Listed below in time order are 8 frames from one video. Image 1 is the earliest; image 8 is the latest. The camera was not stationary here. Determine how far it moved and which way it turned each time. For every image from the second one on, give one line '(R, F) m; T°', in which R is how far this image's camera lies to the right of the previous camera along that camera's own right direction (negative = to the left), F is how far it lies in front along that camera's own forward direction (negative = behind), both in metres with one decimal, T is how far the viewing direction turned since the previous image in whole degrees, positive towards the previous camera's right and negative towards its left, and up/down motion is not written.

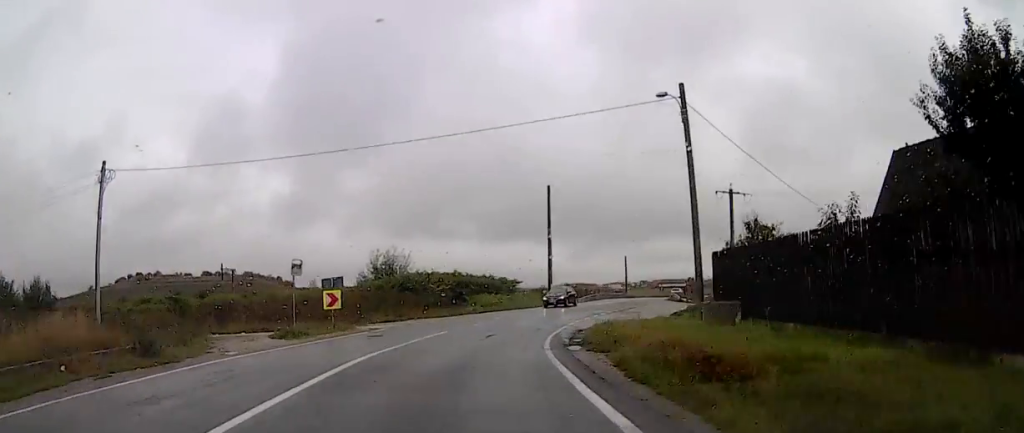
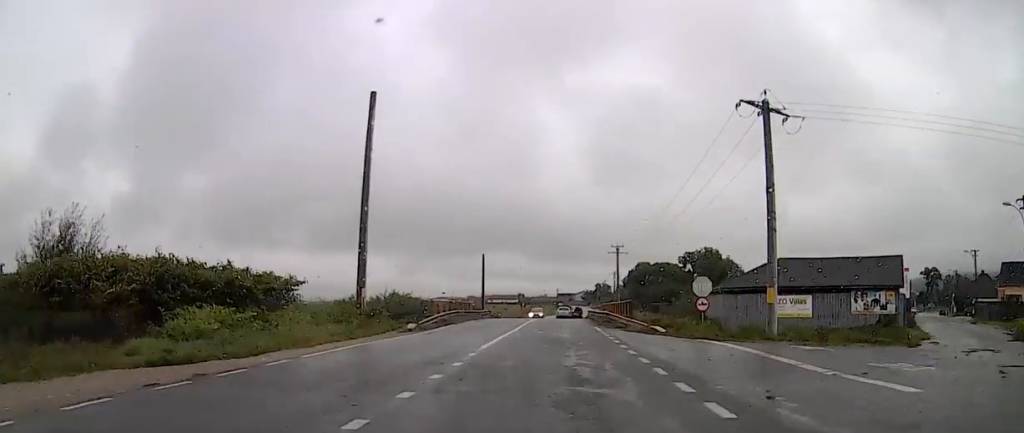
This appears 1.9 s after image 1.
(+1.5, +33.1) m; +14°
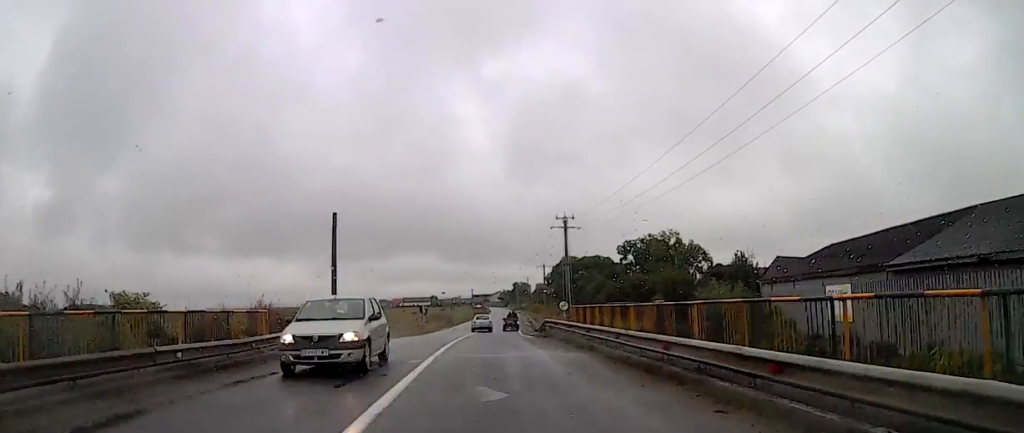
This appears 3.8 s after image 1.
(+7.0, +31.3) m; +14°
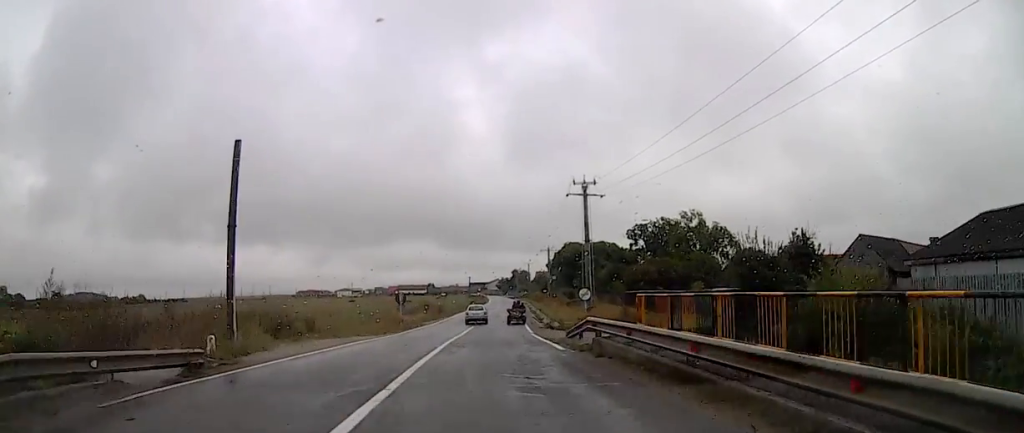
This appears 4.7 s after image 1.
(-0.6, +14.1) m; -2°
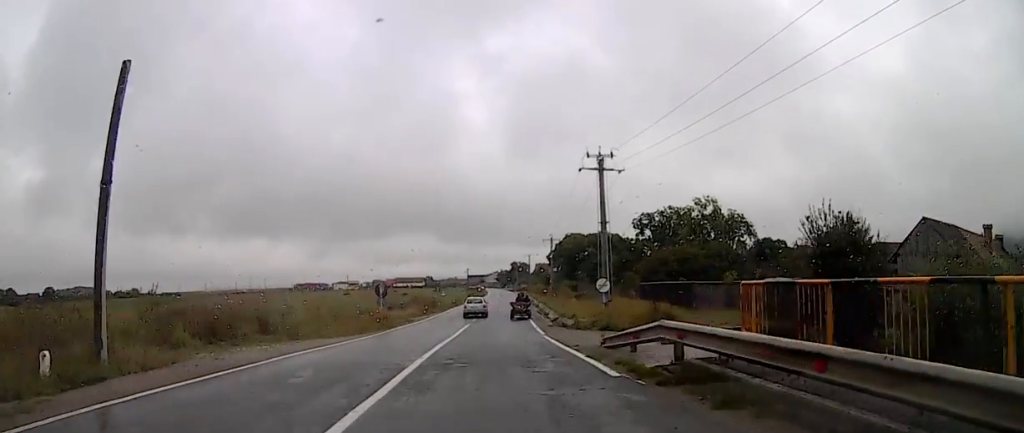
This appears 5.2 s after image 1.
(0.0, +7.5) m; +1°
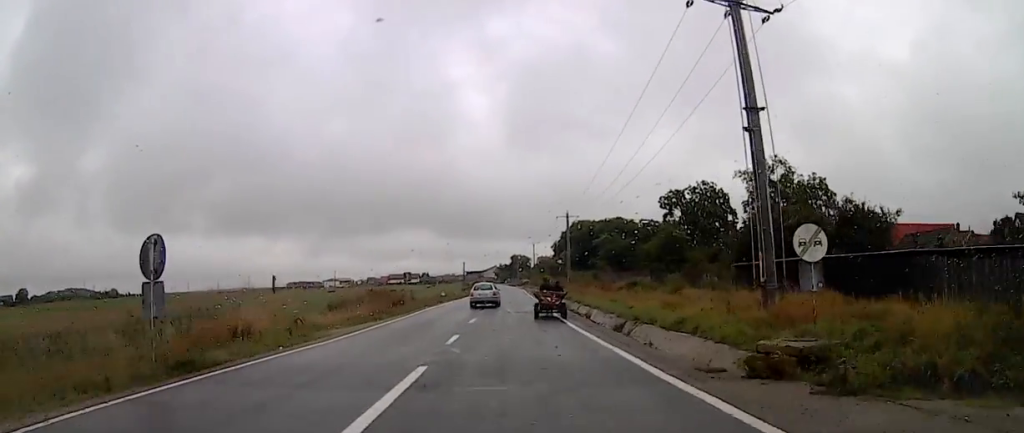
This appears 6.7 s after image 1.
(+0.8, +24.6) m; +3°
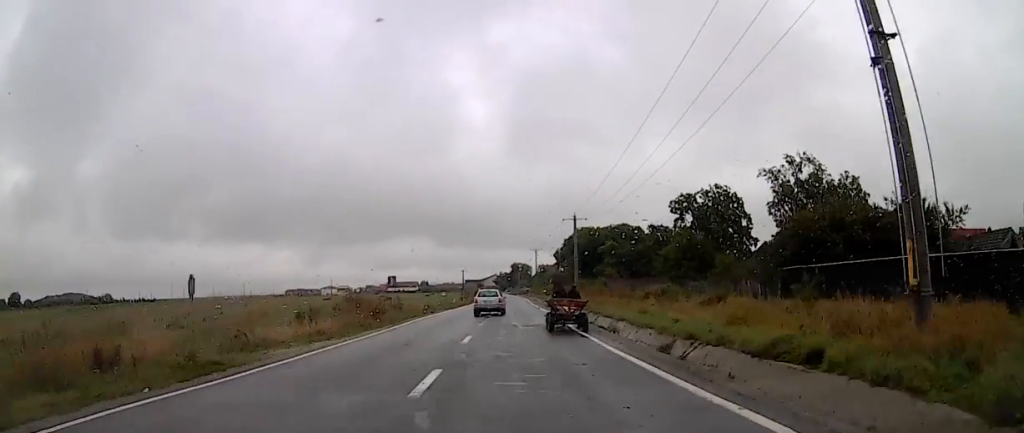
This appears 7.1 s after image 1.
(0.0, +7.6) m; -2°
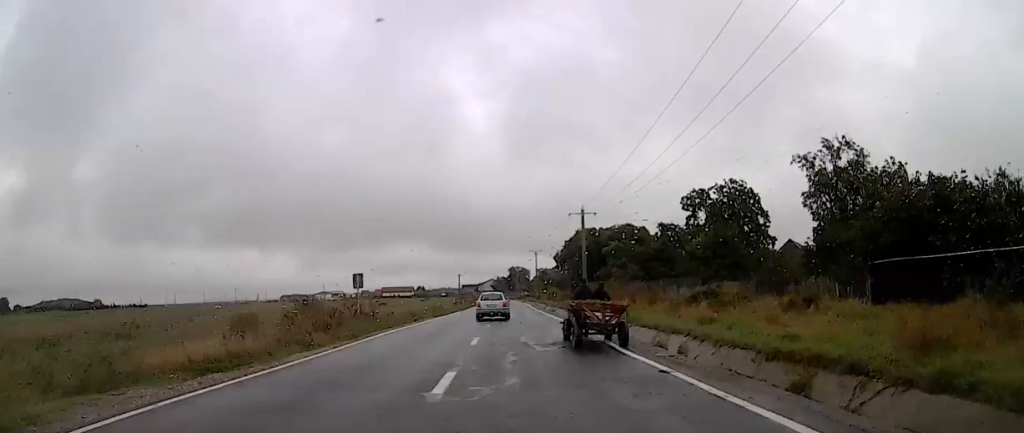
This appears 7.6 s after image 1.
(+0.4, +8.8) m; -2°
